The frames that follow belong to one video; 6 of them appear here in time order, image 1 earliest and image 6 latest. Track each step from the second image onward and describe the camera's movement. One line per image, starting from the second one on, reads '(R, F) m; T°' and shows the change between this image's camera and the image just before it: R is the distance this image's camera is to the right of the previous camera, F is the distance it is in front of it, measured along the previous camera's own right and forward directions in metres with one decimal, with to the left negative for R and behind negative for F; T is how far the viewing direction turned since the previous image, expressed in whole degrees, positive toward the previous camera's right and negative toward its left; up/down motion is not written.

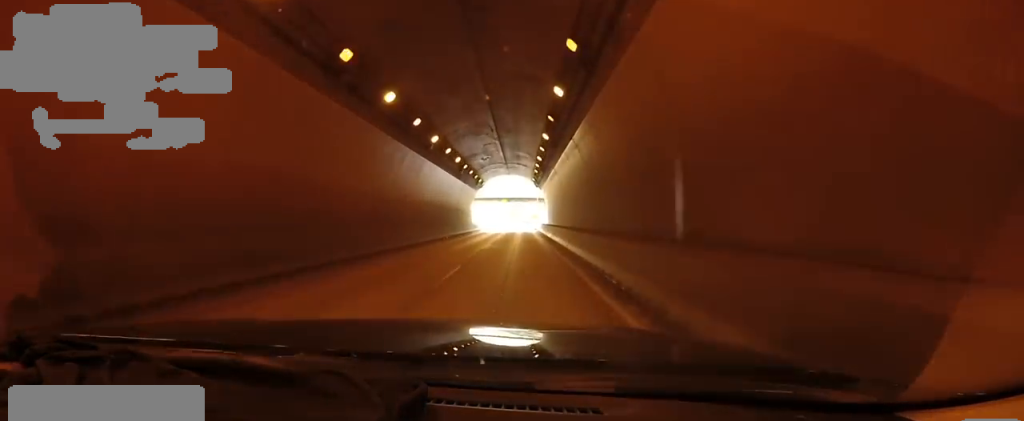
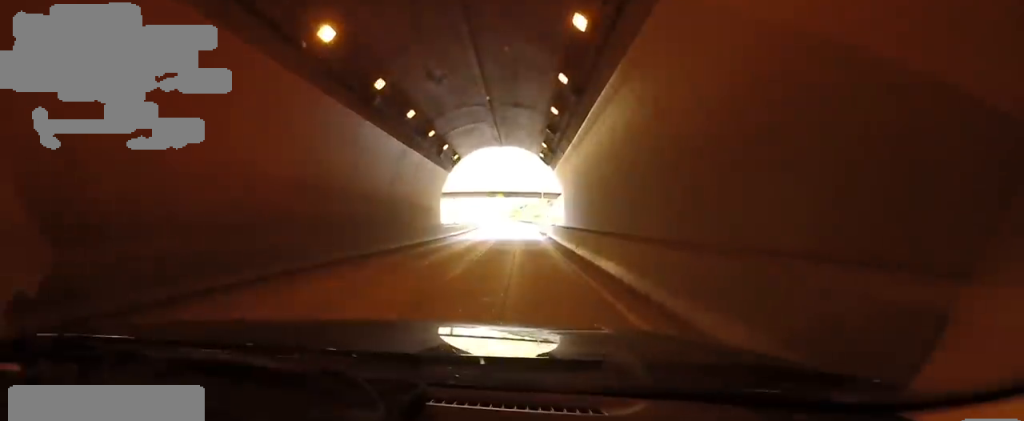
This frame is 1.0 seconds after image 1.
(-0.8, +23.6) m; -2°
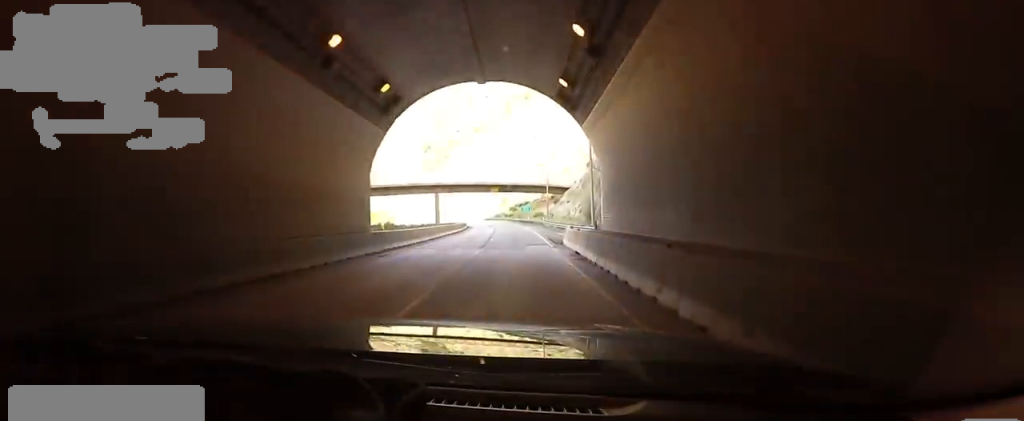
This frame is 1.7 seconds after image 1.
(0.0, +17.1) m; 0°
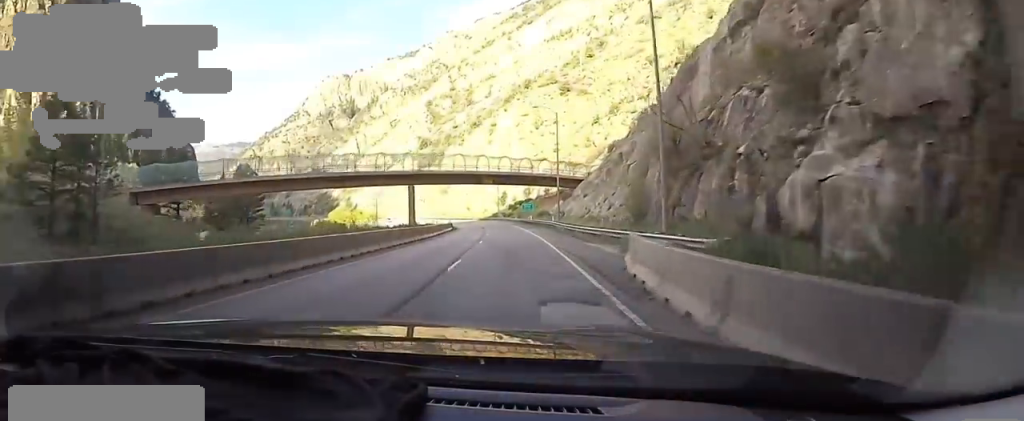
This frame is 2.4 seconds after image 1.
(-0.2, +17.0) m; +3°
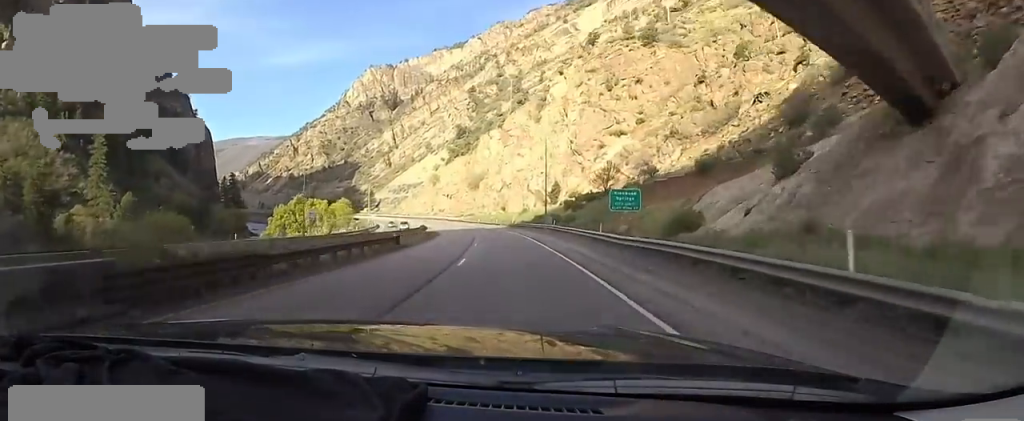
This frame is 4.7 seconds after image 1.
(-0.5, +57.6) m; -6°
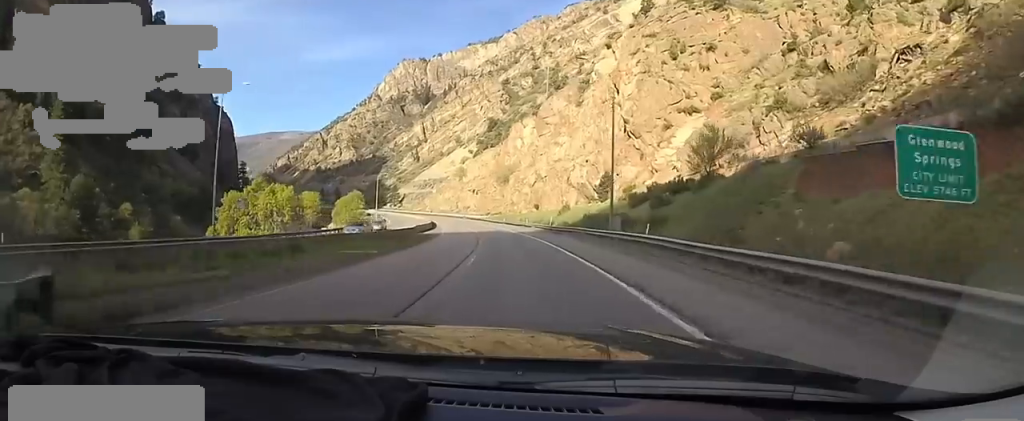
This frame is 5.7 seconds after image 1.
(-0.7, +24.0) m; -2°
